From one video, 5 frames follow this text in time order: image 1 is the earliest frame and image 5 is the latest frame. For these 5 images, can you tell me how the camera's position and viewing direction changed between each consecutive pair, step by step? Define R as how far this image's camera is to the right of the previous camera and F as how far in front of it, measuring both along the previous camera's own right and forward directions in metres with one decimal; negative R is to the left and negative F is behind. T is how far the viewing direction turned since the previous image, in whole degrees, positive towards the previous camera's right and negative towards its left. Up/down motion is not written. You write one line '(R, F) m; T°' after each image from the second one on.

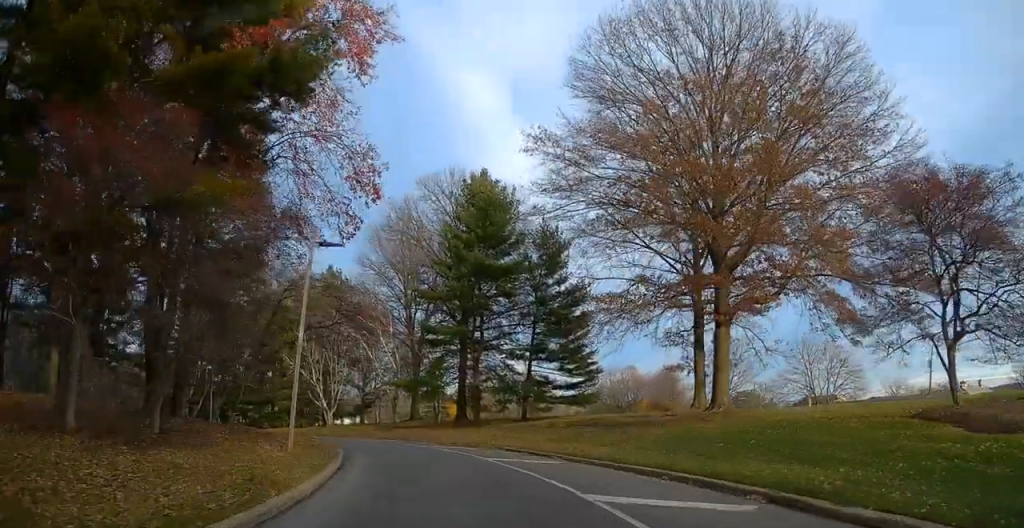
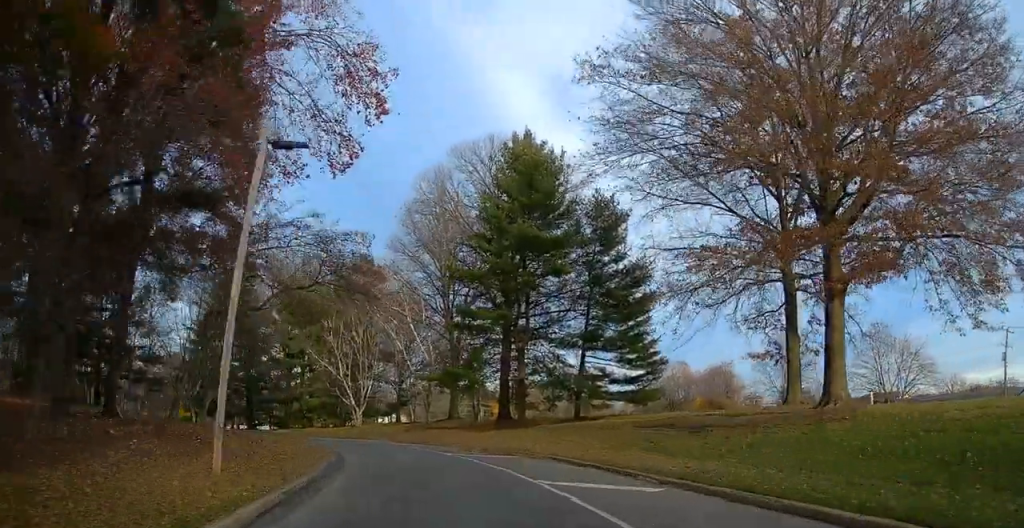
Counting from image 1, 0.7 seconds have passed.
(-0.4, +7.1) m; -3°
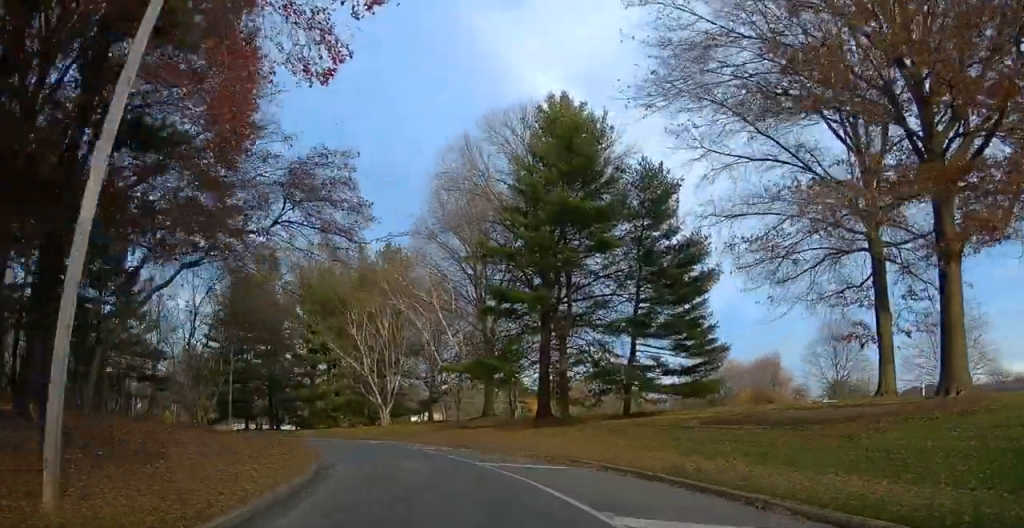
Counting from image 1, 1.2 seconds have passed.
(-0.1, +5.1) m; -3°
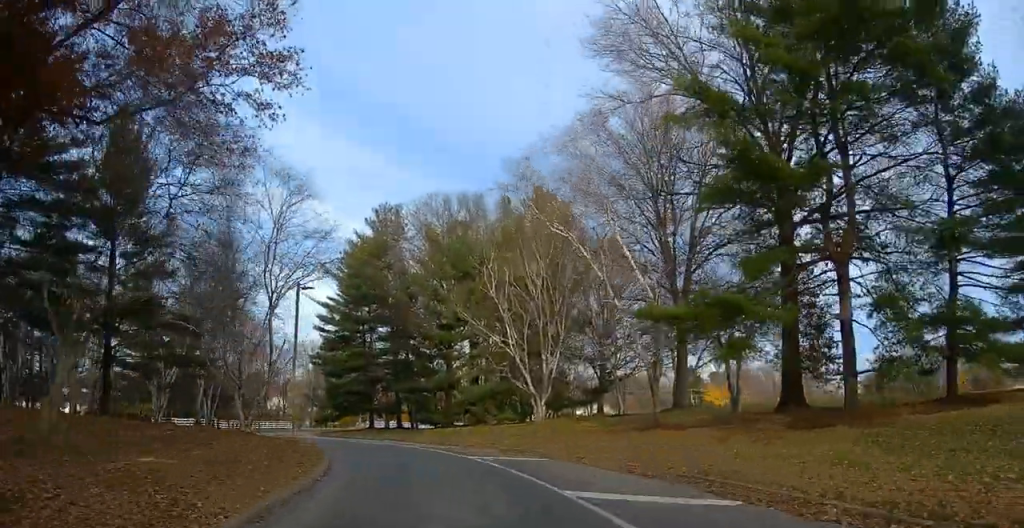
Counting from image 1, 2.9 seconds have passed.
(-1.9, +18.5) m; -13°
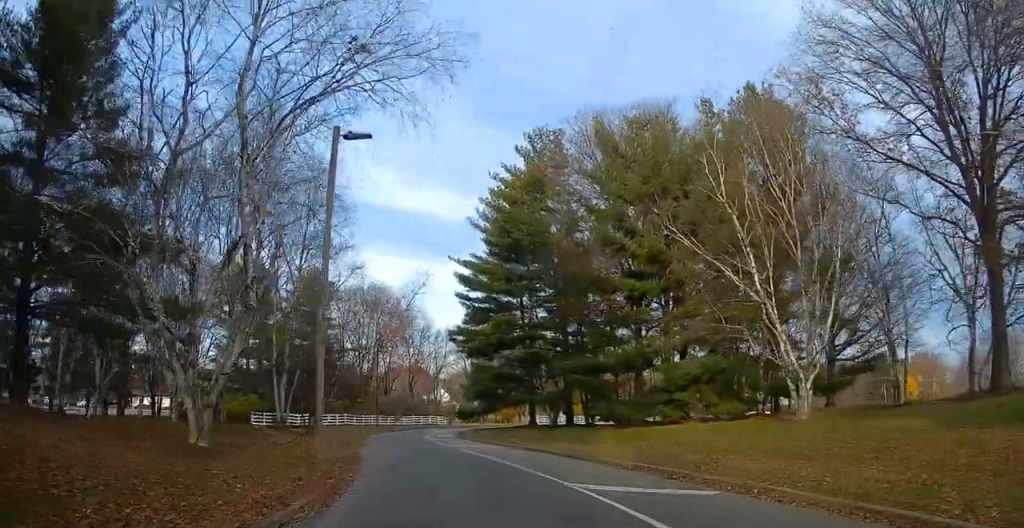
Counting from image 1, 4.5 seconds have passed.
(-1.2, +20.0) m; -10°
